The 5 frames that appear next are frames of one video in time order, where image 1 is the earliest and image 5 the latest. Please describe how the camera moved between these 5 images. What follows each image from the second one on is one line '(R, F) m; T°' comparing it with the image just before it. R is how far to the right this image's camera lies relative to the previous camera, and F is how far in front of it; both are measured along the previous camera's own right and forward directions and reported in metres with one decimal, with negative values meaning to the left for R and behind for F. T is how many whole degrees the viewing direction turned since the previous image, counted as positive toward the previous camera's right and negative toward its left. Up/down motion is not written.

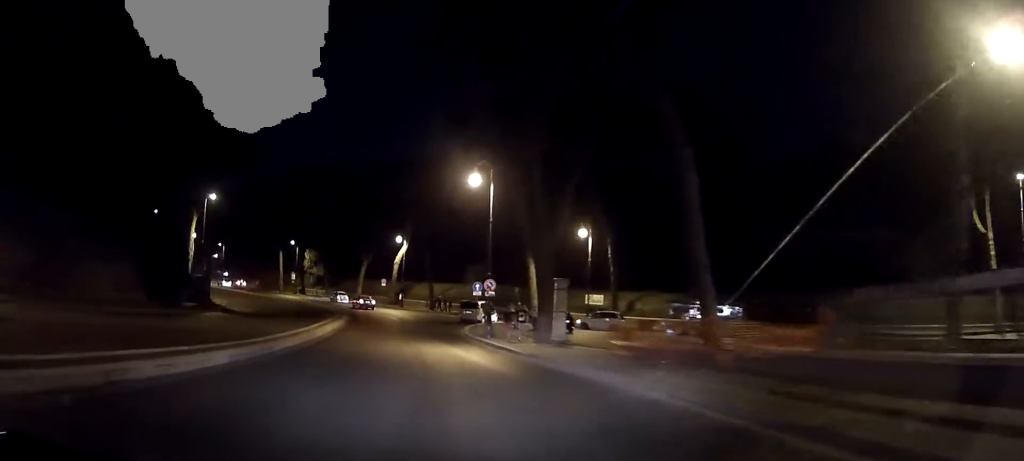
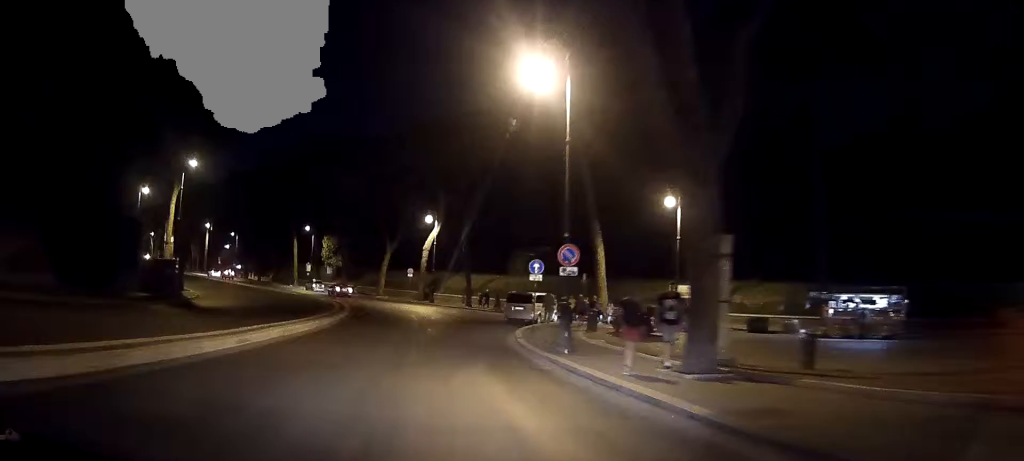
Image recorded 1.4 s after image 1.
(-0.7, +16.6) m; -4°
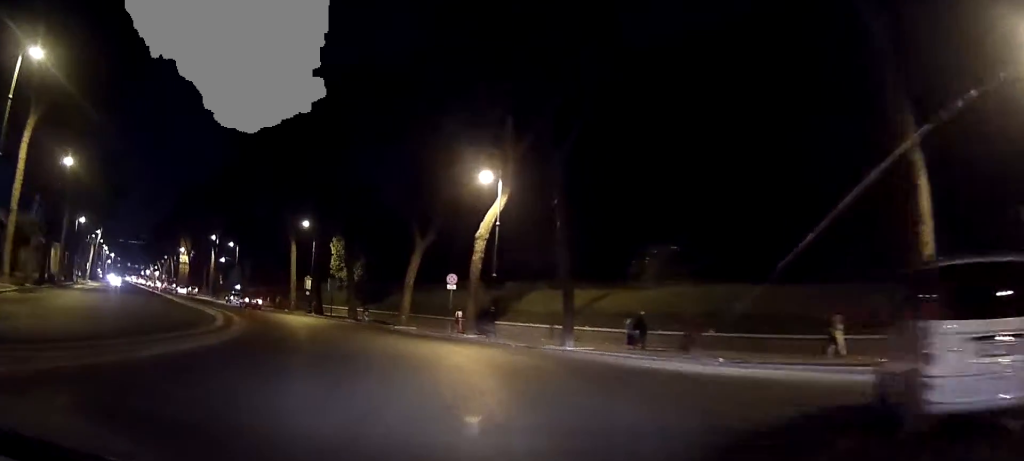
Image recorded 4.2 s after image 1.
(-1.2, +34.3) m; -4°
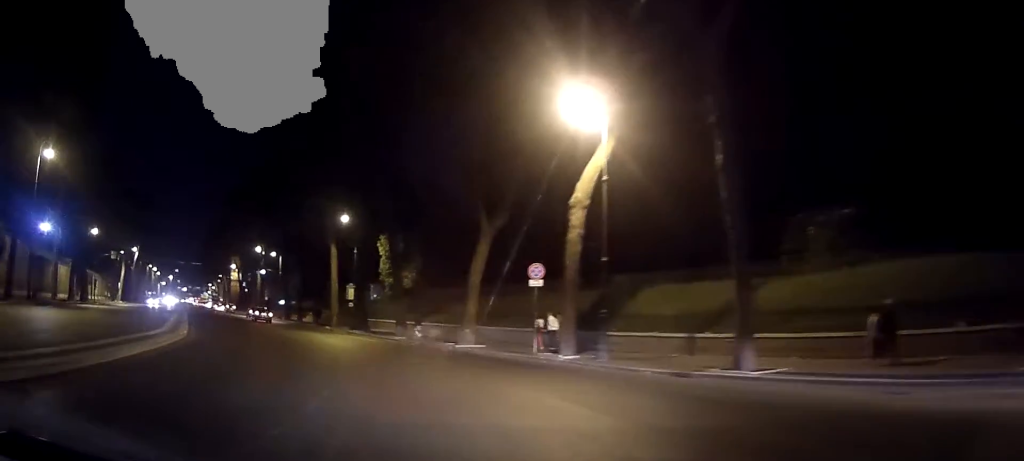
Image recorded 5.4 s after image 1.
(-0.5, +14.0) m; -6°
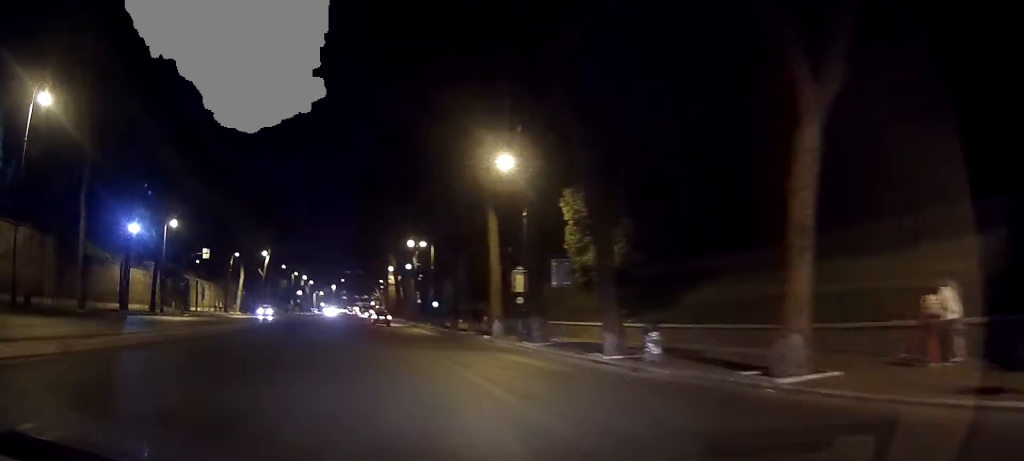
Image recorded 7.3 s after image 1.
(-2.7, +20.9) m; -14°
